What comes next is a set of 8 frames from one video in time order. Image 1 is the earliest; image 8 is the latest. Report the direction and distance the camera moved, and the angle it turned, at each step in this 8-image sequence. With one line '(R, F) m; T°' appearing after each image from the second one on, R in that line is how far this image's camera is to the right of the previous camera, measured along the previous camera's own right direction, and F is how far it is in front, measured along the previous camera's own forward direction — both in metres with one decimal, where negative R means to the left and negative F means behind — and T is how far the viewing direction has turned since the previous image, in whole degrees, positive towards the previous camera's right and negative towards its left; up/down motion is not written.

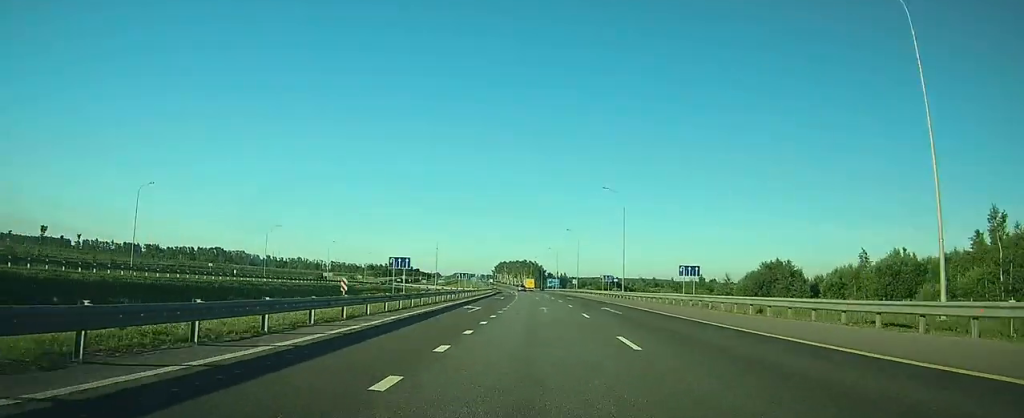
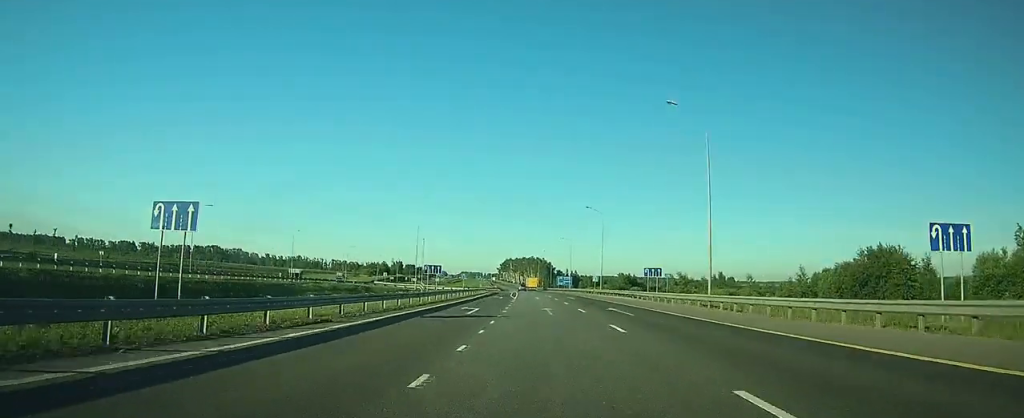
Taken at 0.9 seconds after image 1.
(-0.2, +31.9) m; -1°
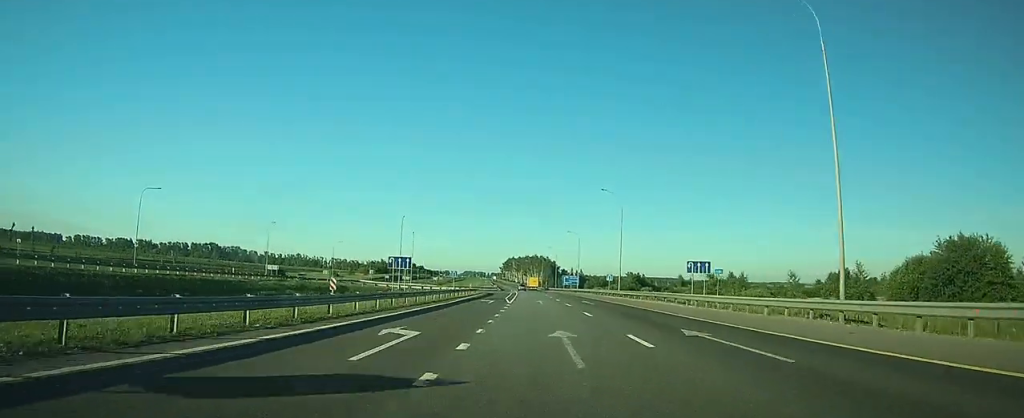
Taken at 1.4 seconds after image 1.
(+0.1, +15.9) m; 0°
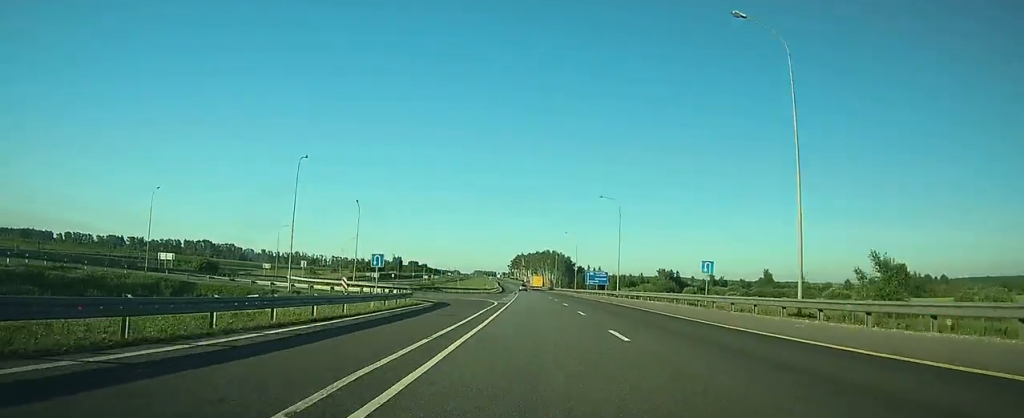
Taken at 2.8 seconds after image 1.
(-0.7, +46.7) m; -1°
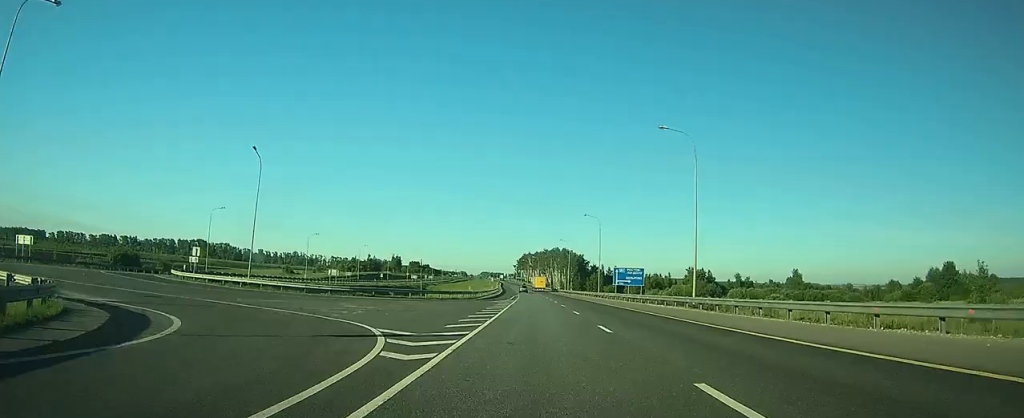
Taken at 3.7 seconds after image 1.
(-0.1, +33.1) m; -1°
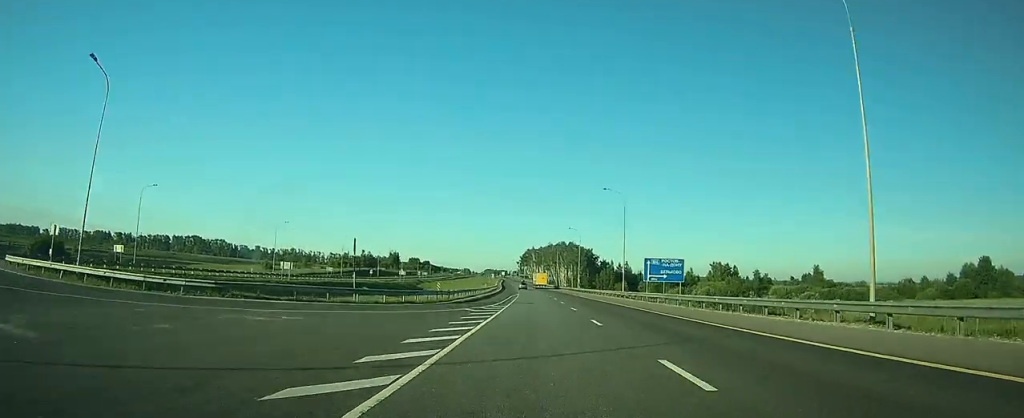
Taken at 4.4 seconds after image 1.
(0.0, +21.7) m; 0°
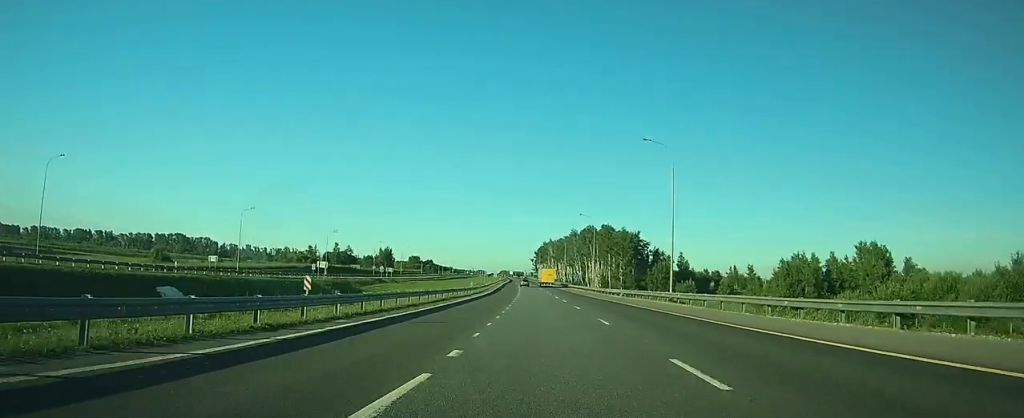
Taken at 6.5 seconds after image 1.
(-0.7, +72.2) m; -1°
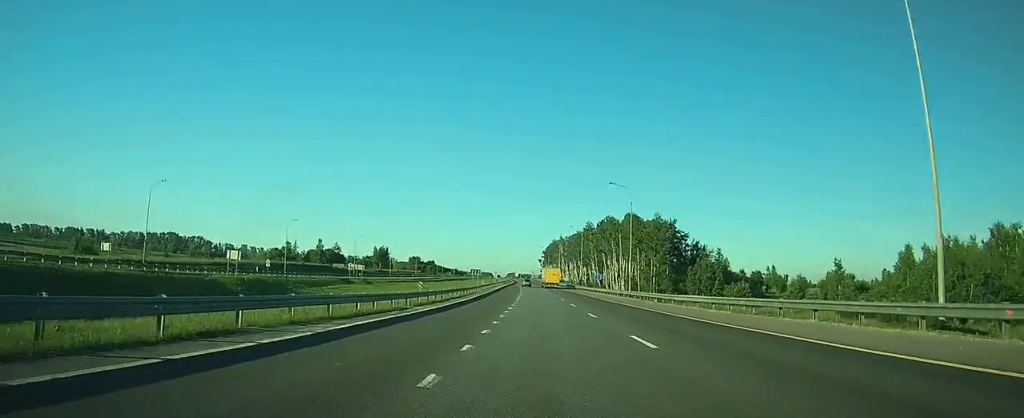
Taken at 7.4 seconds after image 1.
(0.0, +31.0) m; -1°
